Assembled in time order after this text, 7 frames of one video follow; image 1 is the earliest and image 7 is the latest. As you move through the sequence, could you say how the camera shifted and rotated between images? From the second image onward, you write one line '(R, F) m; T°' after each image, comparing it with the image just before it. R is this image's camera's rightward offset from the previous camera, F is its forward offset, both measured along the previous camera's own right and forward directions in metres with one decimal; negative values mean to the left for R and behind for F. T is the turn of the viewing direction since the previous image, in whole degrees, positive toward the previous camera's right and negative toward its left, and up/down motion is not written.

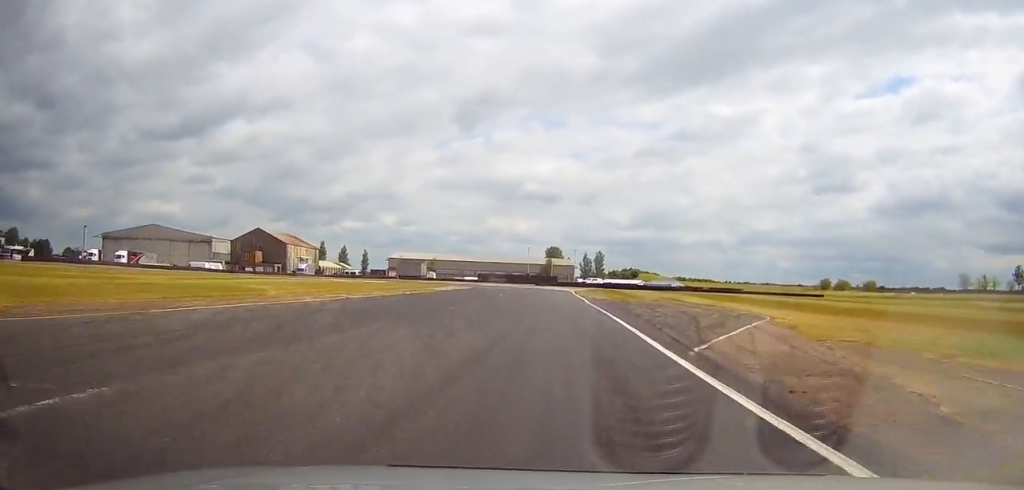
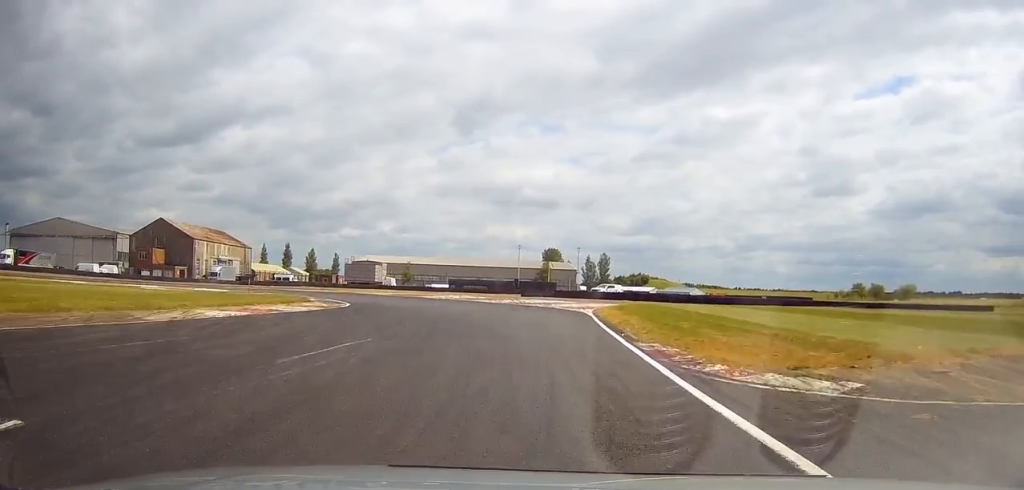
(+0.2, +41.0) m; -1°
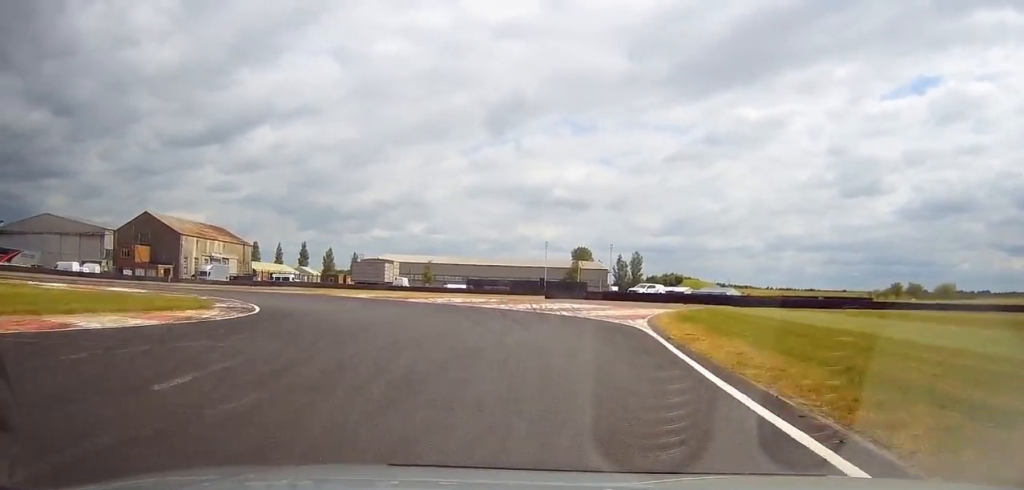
(-0.2, +12.6) m; -5°
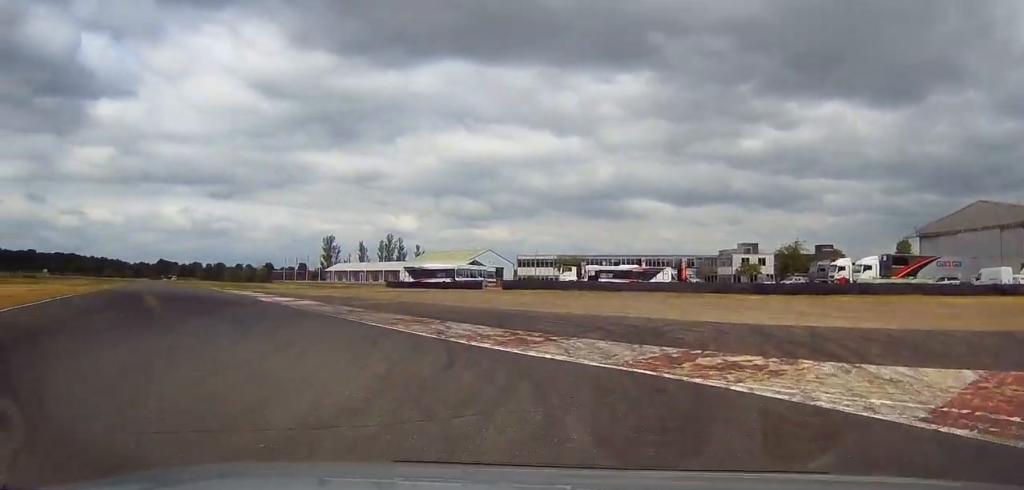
(-24.0, +34.4) m; -92°
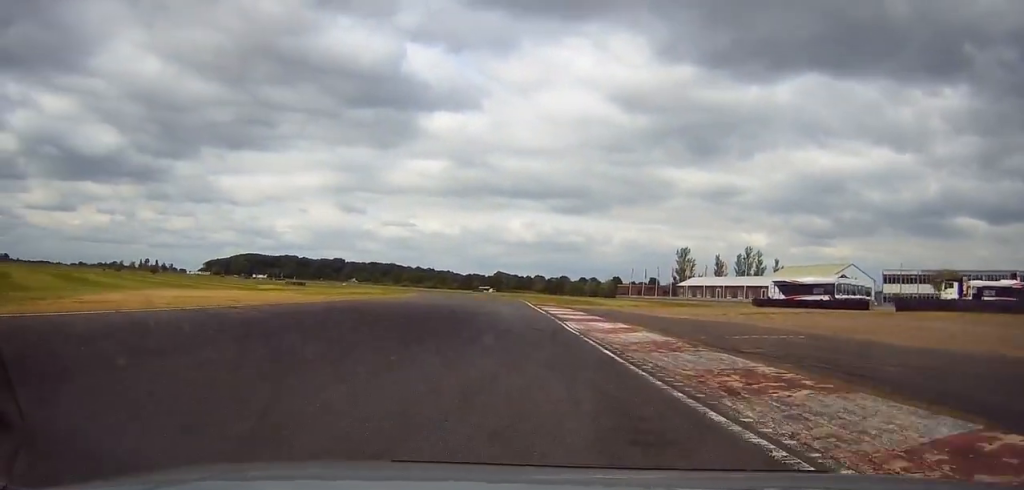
(-5.5, +17.0) m; -24°
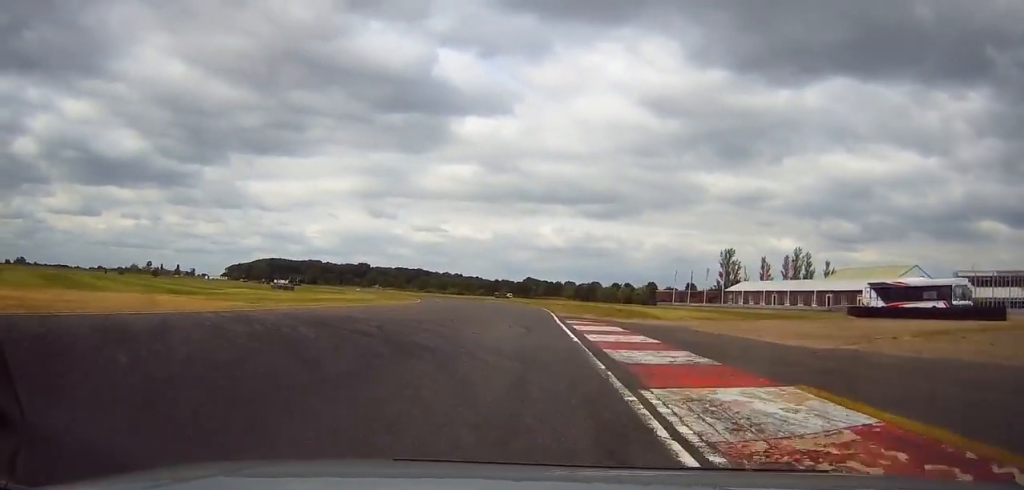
(-1.7, +18.6) m; -8°
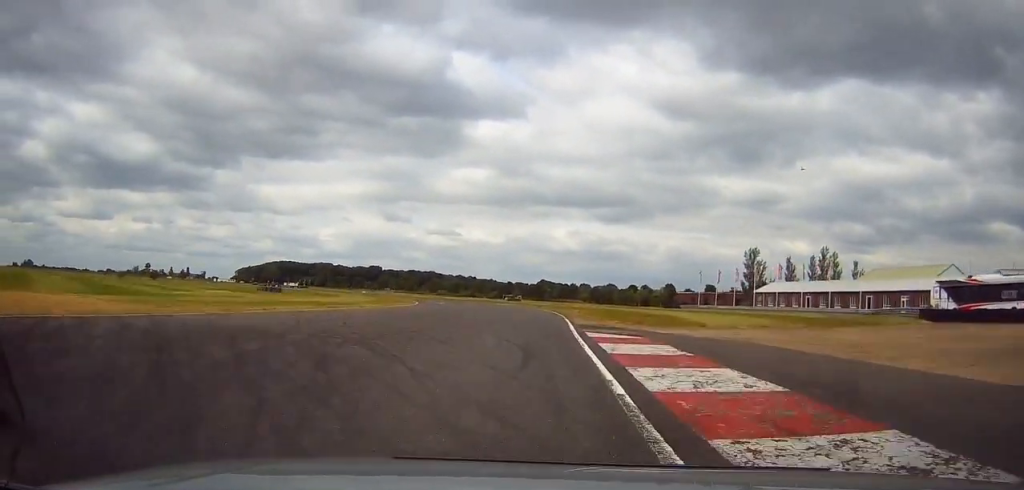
(-0.2, +9.8) m; -2°
